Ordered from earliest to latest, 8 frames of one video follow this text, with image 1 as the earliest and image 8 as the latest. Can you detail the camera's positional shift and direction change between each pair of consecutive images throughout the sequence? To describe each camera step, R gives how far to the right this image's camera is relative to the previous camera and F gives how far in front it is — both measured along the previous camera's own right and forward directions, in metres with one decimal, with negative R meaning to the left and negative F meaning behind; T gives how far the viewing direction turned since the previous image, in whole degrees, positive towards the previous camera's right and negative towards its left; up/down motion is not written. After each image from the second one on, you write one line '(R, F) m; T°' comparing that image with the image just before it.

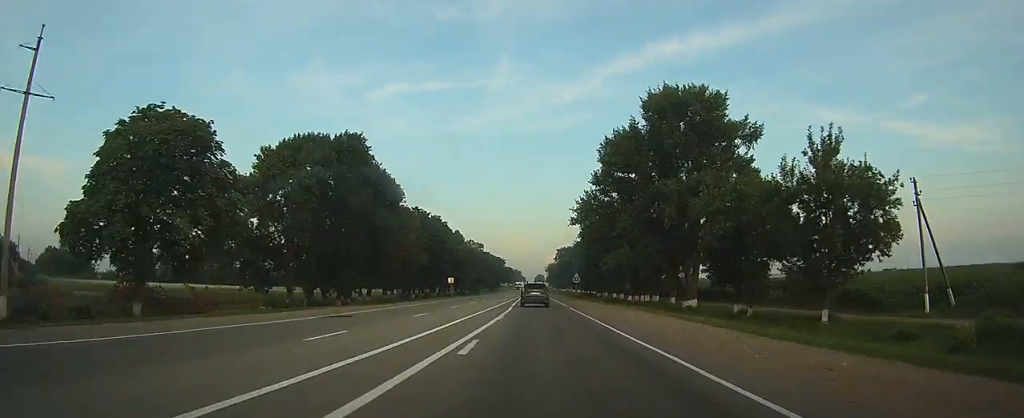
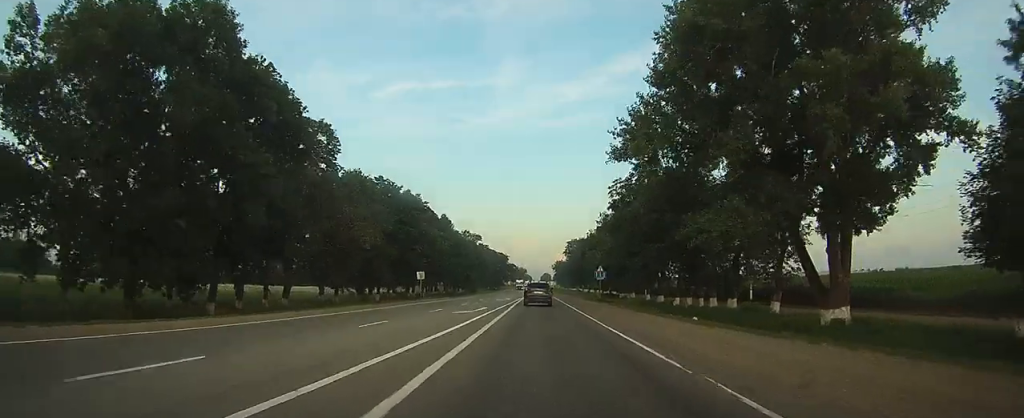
(0.0, +30.8) m; 0°
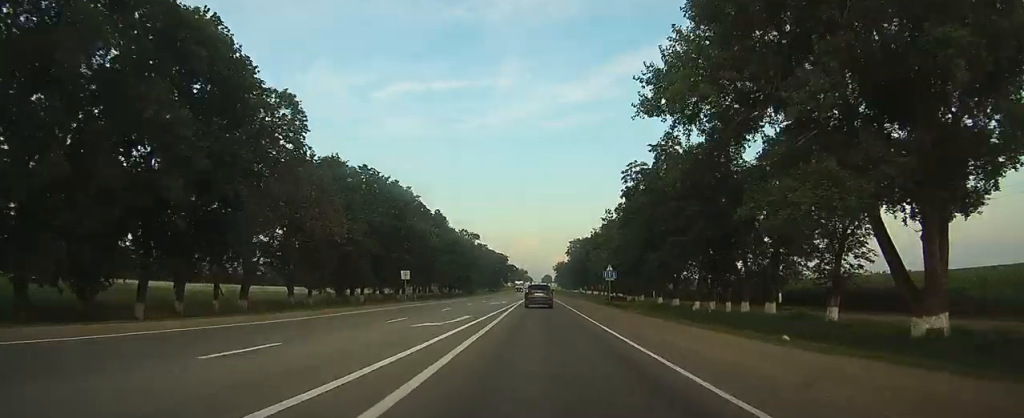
(0.0, +8.7) m; 0°
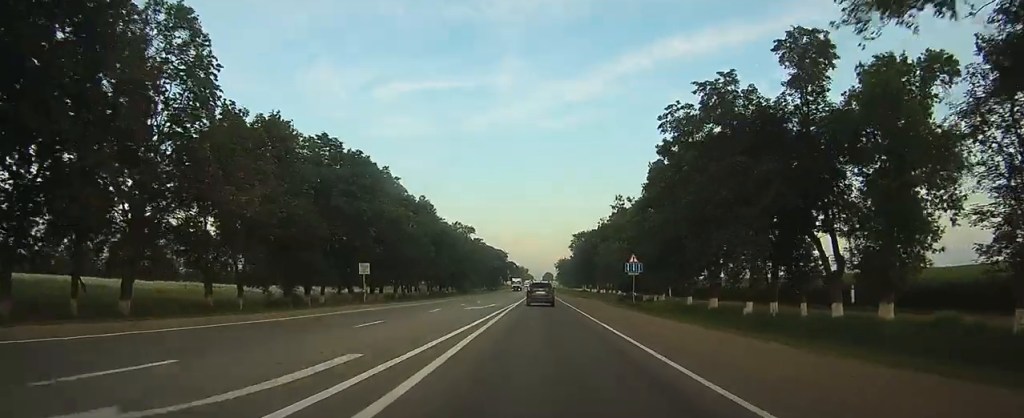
(0.0, +15.4) m; 0°
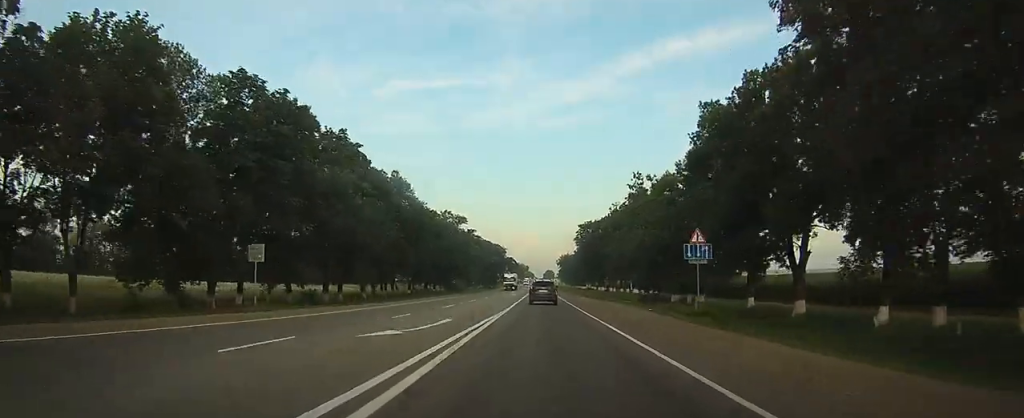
(0.0, +19.3) m; 0°
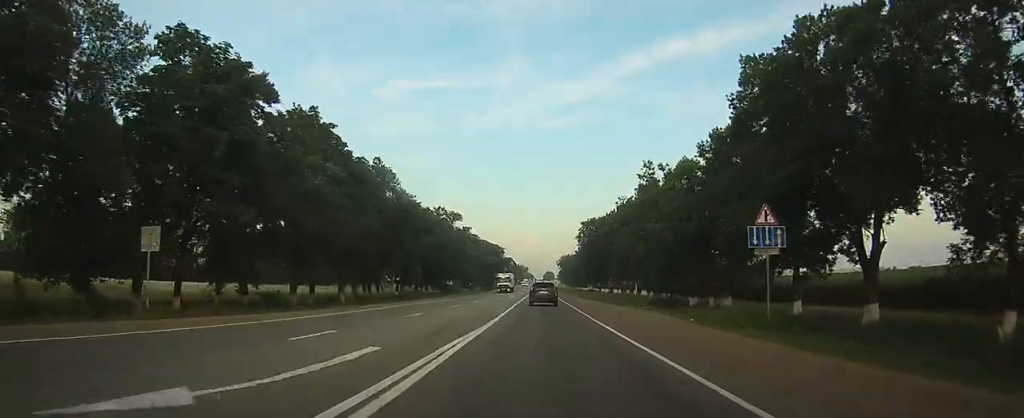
(0.0, +9.0) m; 0°
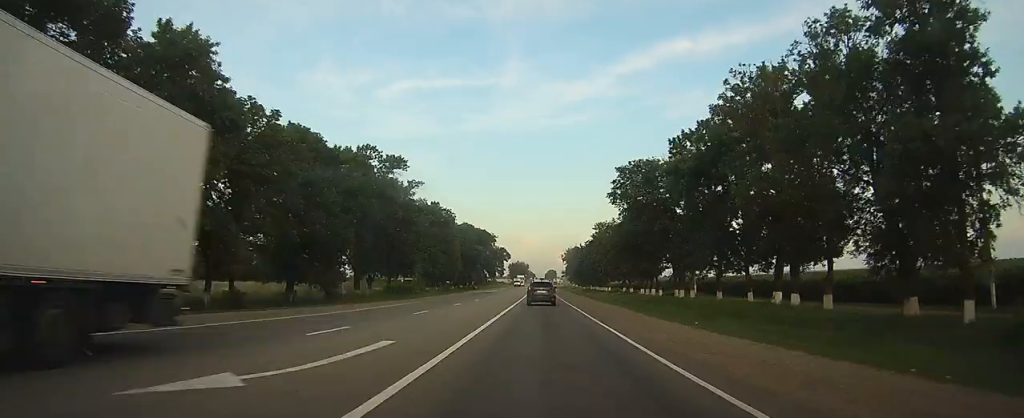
(-0.1, +58.6) m; 0°
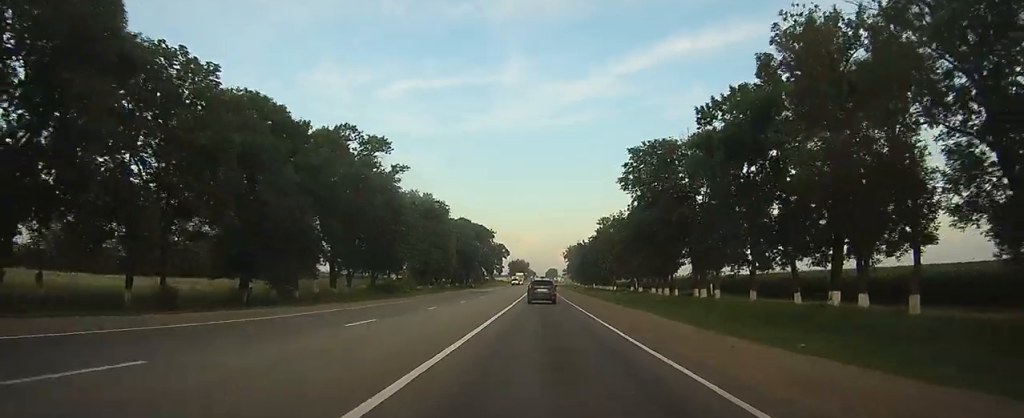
(0.0, +9.2) m; 0°
